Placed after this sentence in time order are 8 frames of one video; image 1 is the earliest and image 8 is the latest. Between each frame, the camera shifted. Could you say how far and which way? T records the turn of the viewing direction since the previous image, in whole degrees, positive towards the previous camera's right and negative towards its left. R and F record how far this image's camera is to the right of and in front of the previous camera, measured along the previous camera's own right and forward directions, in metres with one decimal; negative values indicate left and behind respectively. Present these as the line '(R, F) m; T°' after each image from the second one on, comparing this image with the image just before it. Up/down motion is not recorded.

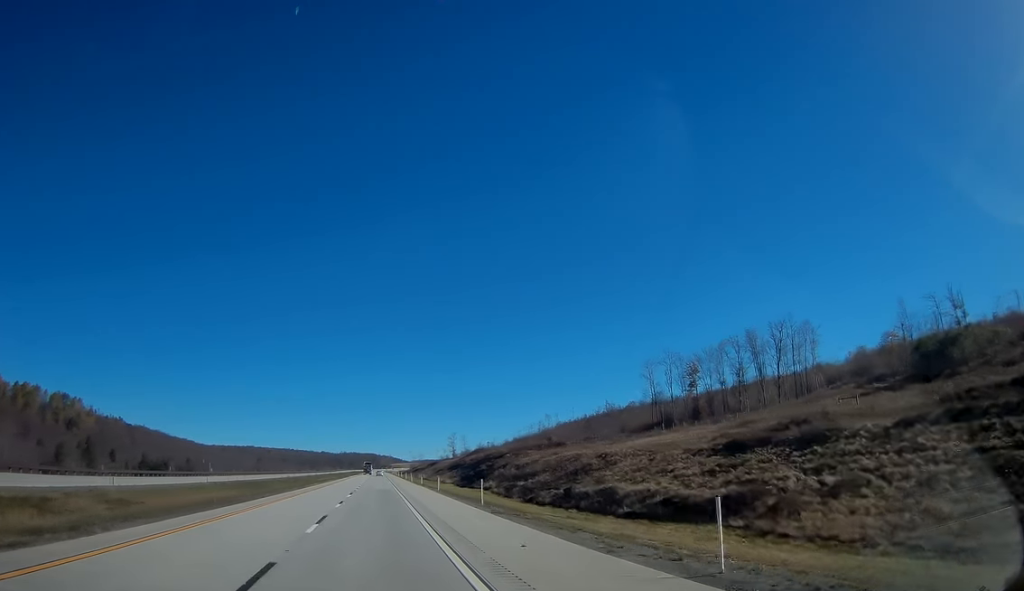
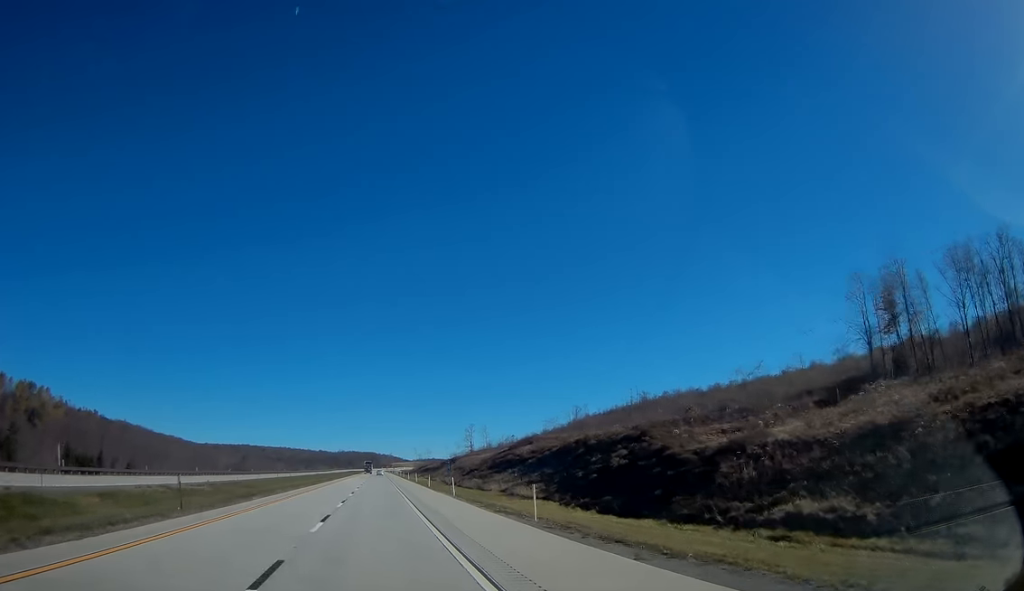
(-0.4, +59.9) m; -1°
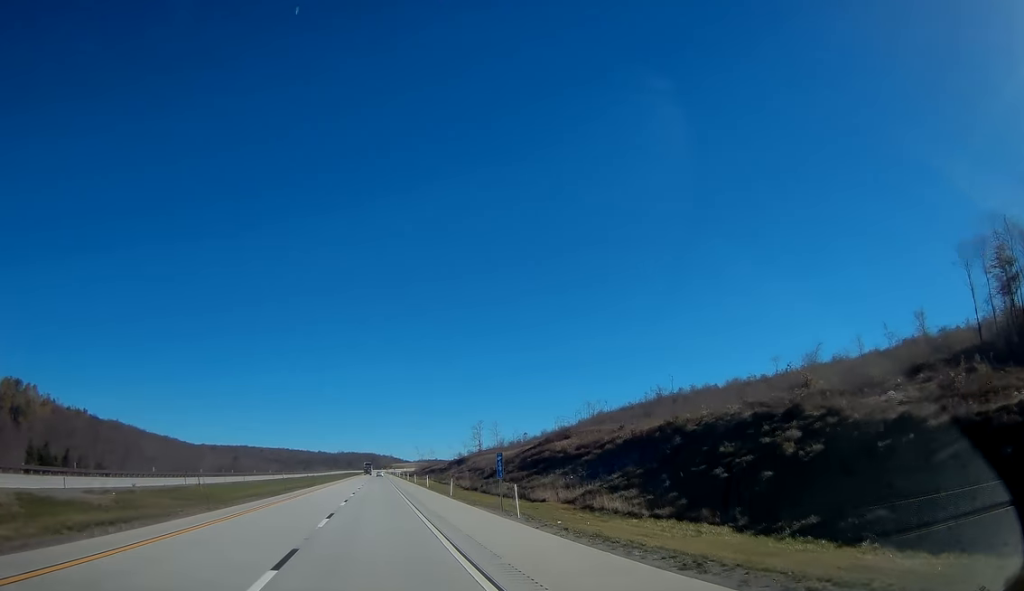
(0.0, +22.1) m; 0°
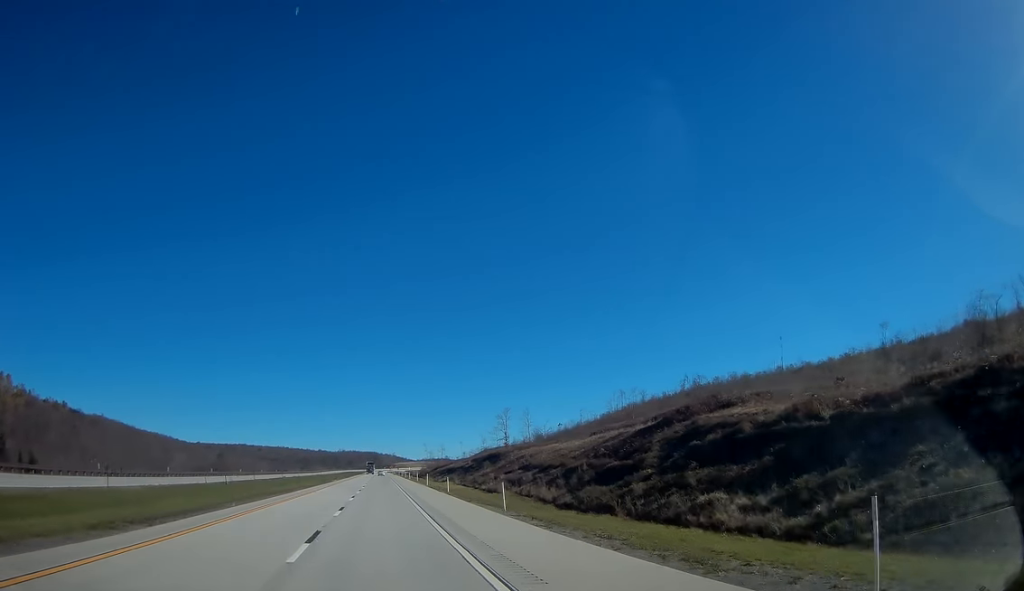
(+0.3, +44.4) m; 0°
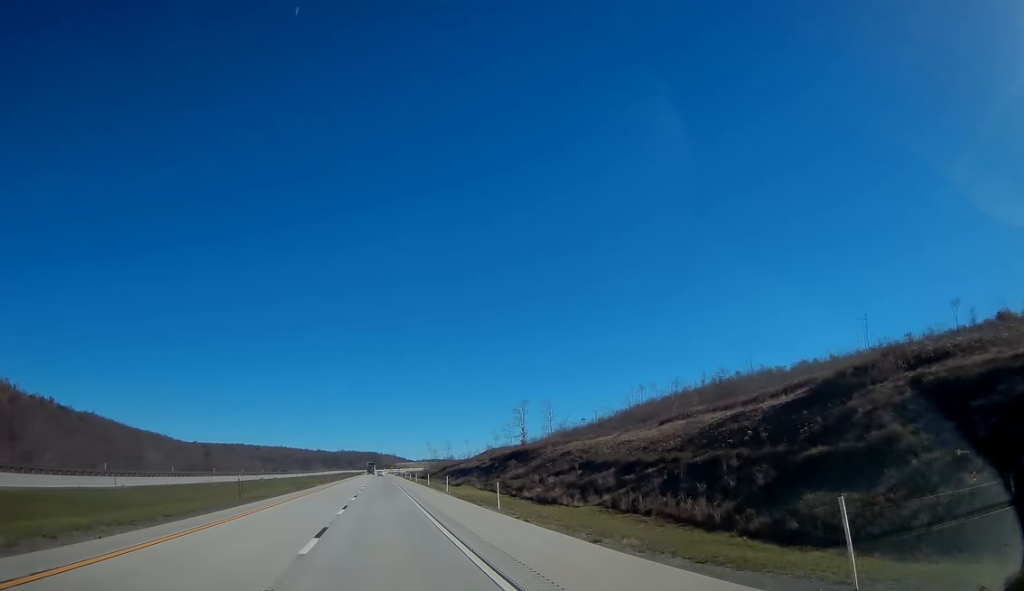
(0.0, +23.2) m; 0°
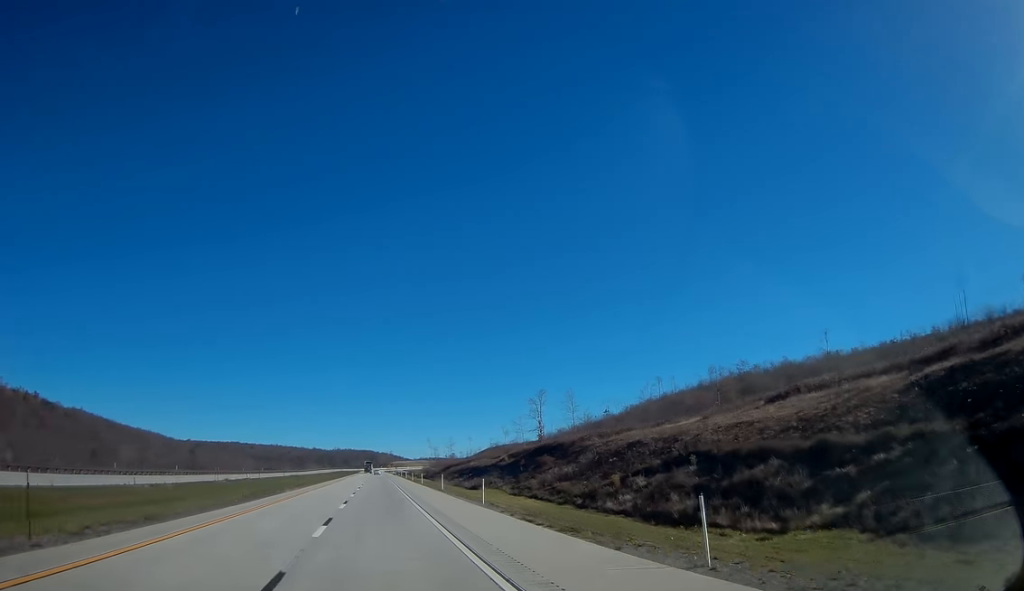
(-0.2, +21.2) m; 0°
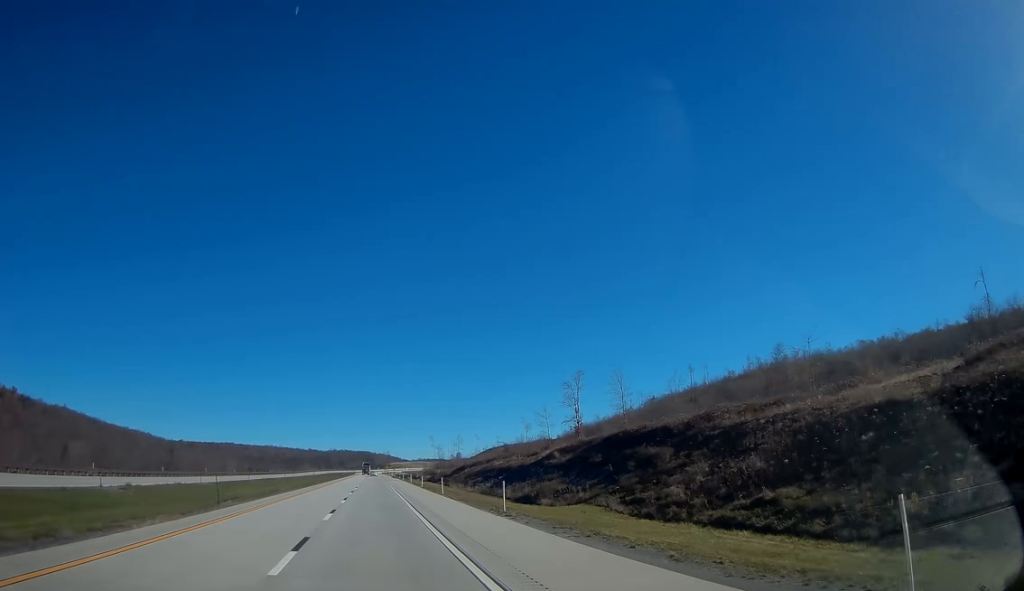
(+0.2, +30.2) m; 0°
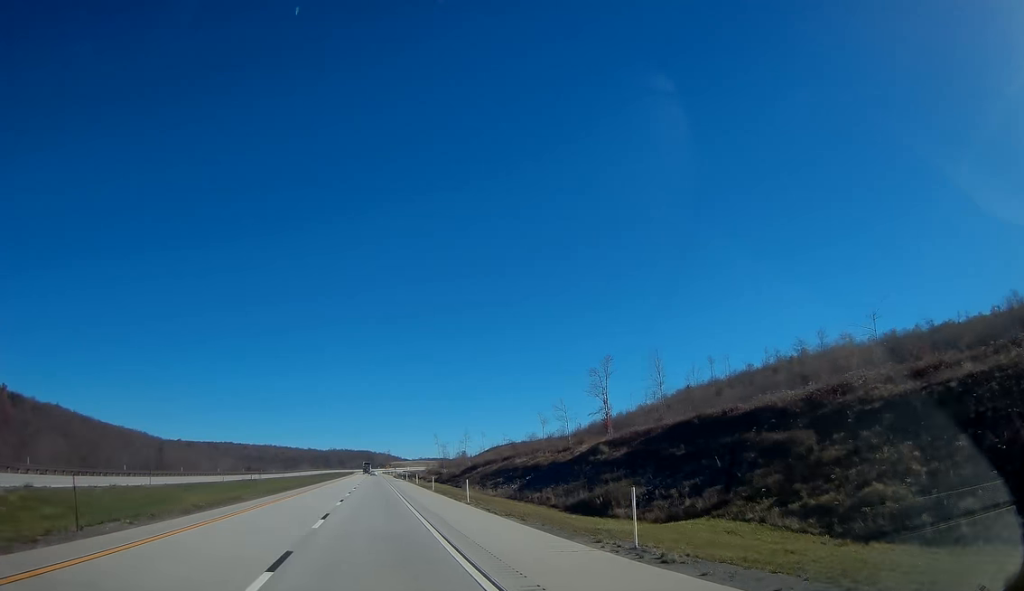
(-0.1, +15.1) m; 0°
